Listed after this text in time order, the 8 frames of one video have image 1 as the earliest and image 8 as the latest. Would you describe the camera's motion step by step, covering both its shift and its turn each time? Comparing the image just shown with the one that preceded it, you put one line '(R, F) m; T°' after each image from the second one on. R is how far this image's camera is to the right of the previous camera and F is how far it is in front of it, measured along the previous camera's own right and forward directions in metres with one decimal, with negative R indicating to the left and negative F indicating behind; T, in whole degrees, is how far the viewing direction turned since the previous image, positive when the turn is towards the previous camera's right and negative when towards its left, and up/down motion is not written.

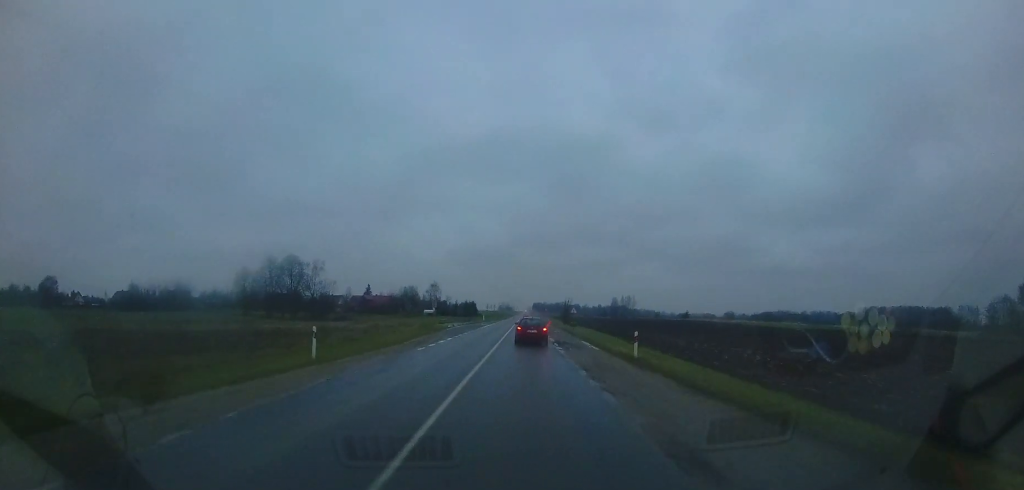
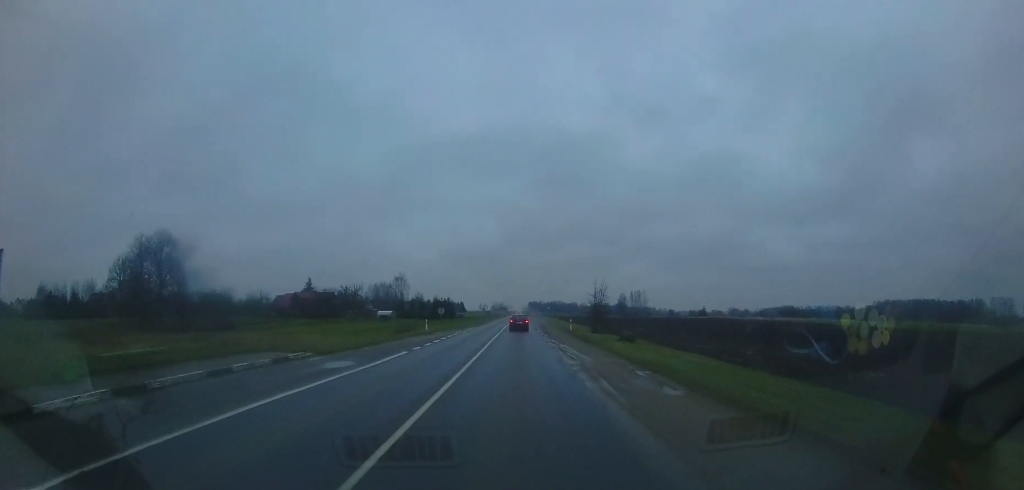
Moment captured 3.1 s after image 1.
(+2.8, +40.6) m; +4°
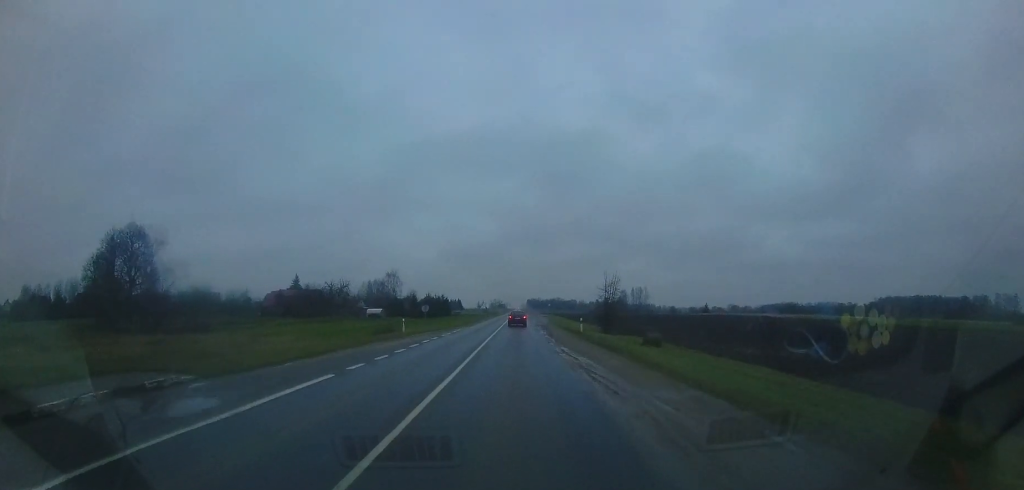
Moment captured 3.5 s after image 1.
(-0.1, +6.5) m; 0°
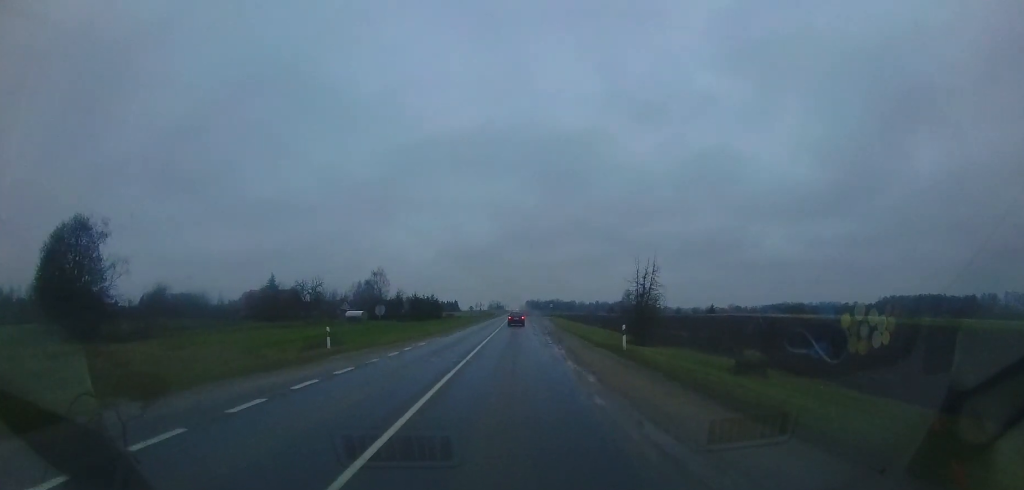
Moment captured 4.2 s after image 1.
(-0.1, +11.3) m; 0°
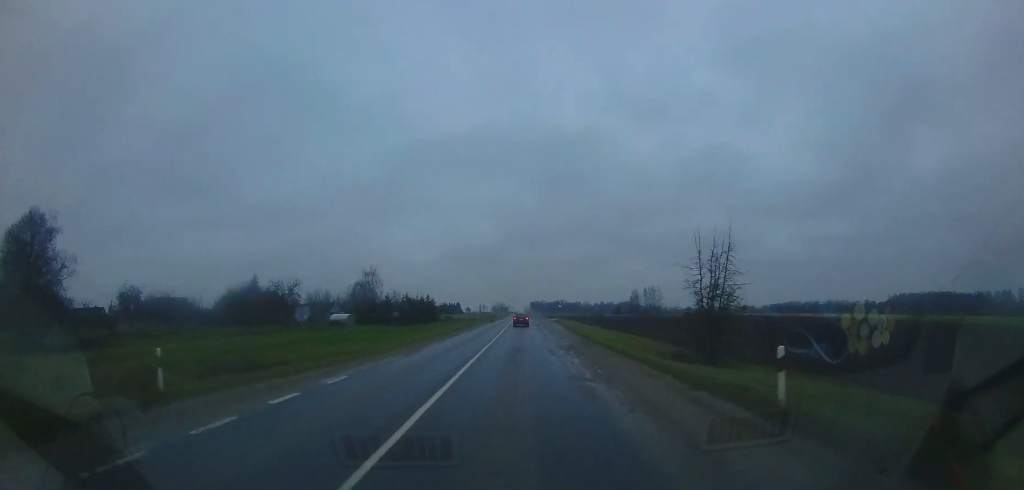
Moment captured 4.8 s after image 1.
(+0.1, +9.6) m; 0°
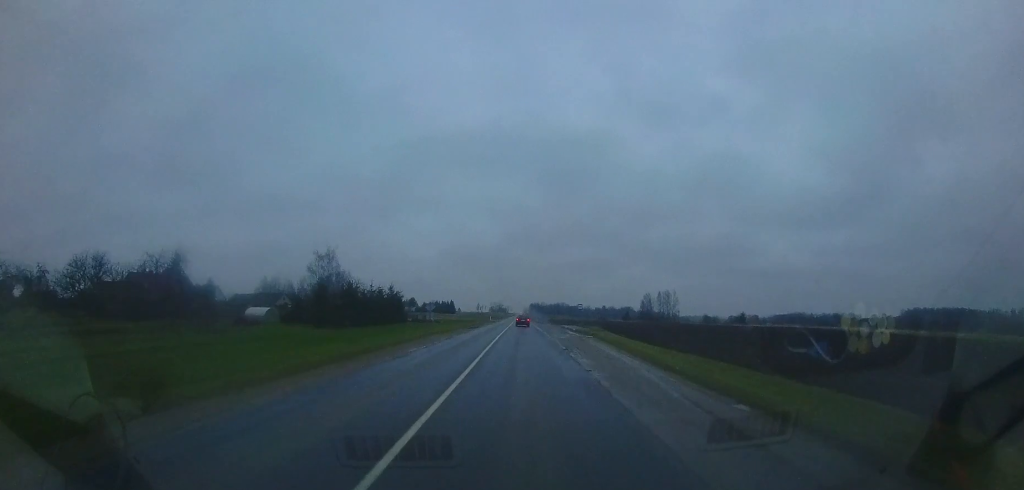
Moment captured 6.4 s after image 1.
(-0.7, +26.2) m; -2°
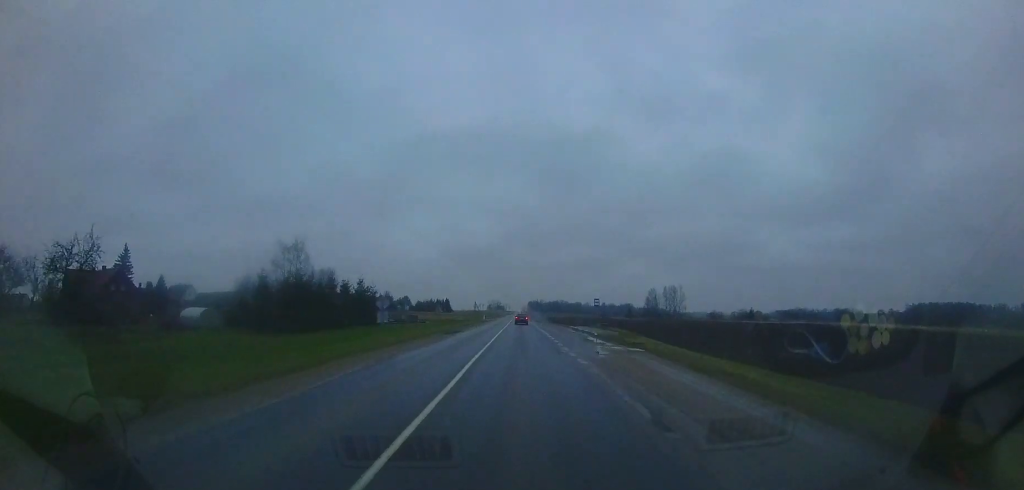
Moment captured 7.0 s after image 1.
(-0.1, +12.0) m; 0°
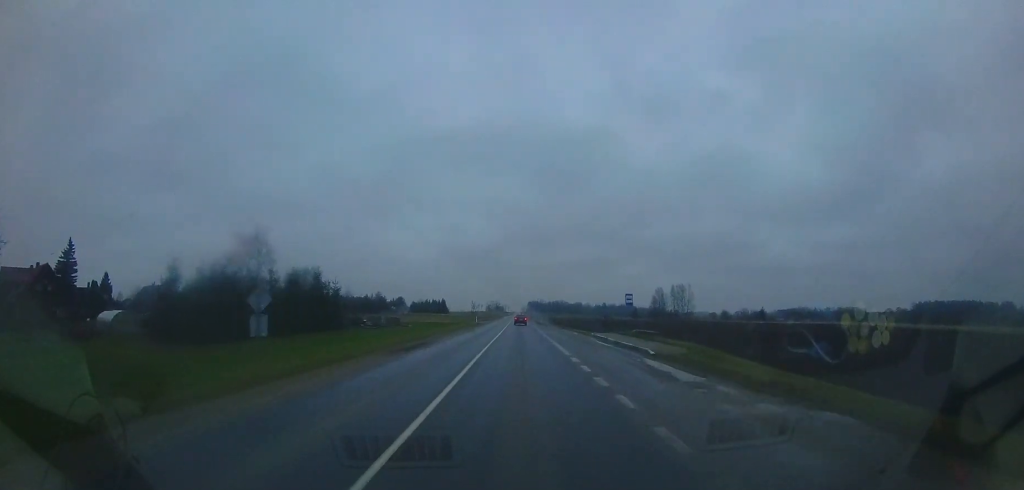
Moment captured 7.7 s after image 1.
(+0.2, +12.0) m; +1°
